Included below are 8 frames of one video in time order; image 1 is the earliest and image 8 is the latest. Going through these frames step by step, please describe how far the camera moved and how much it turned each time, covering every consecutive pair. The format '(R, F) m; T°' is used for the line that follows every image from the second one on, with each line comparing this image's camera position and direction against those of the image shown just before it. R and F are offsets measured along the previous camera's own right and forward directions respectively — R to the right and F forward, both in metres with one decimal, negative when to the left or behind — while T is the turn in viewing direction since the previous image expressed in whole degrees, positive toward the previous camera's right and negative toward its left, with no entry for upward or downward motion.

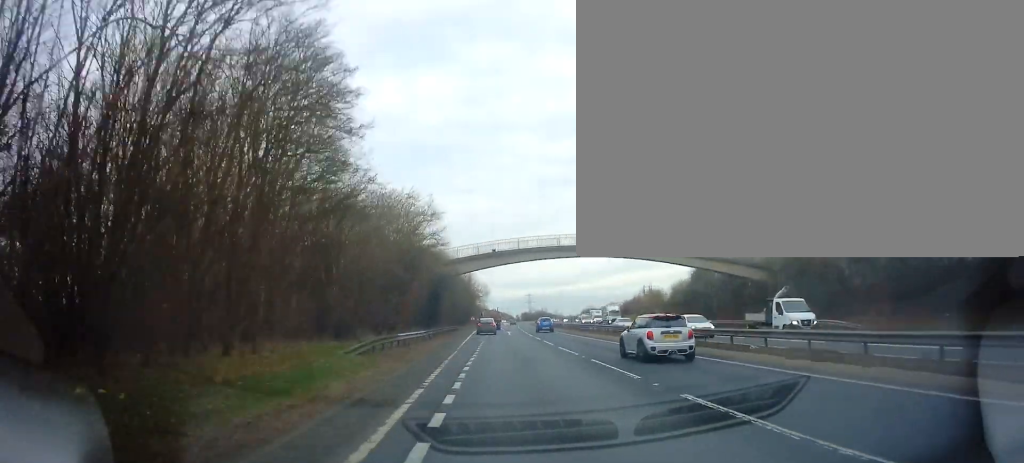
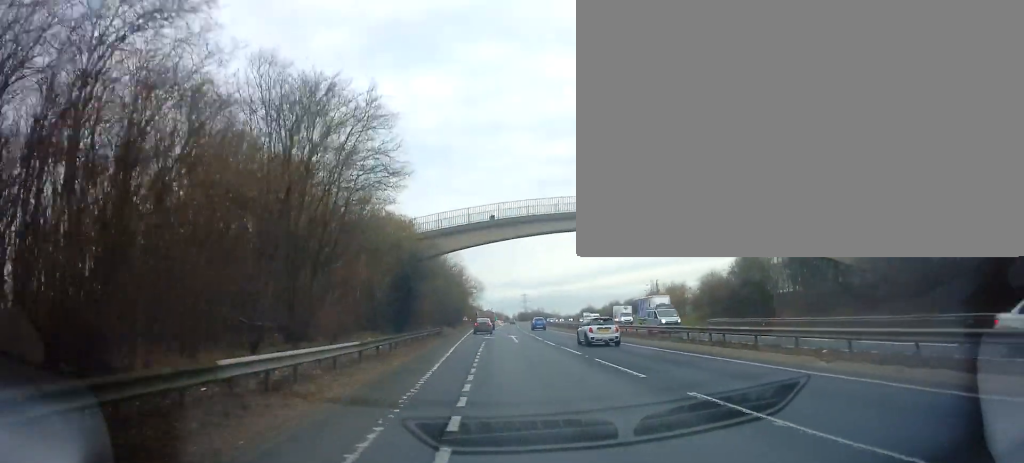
(+0.1, +18.2) m; +1°
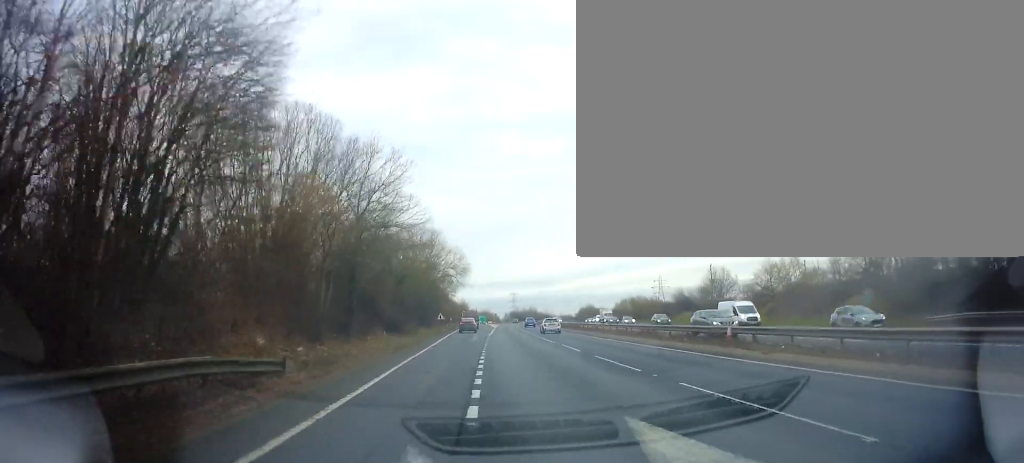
(+0.6, +44.6) m; +1°
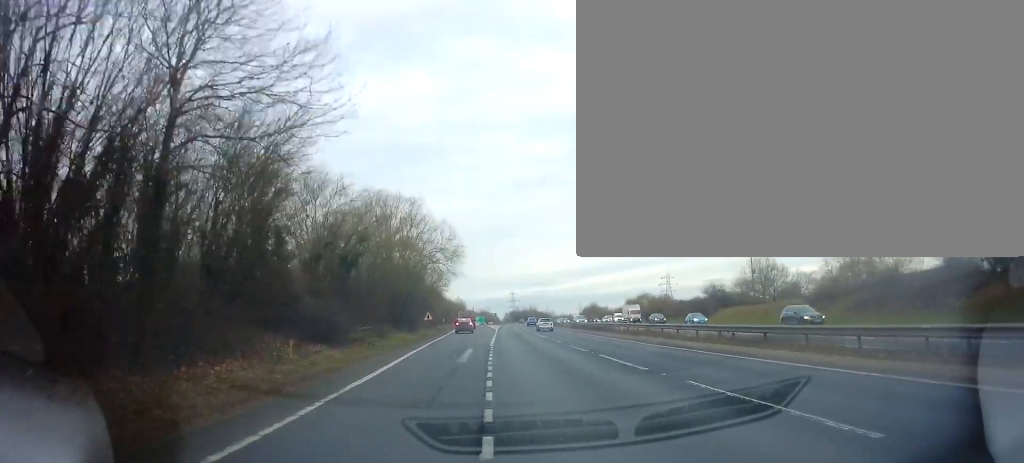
(0.0, +18.3) m; 0°
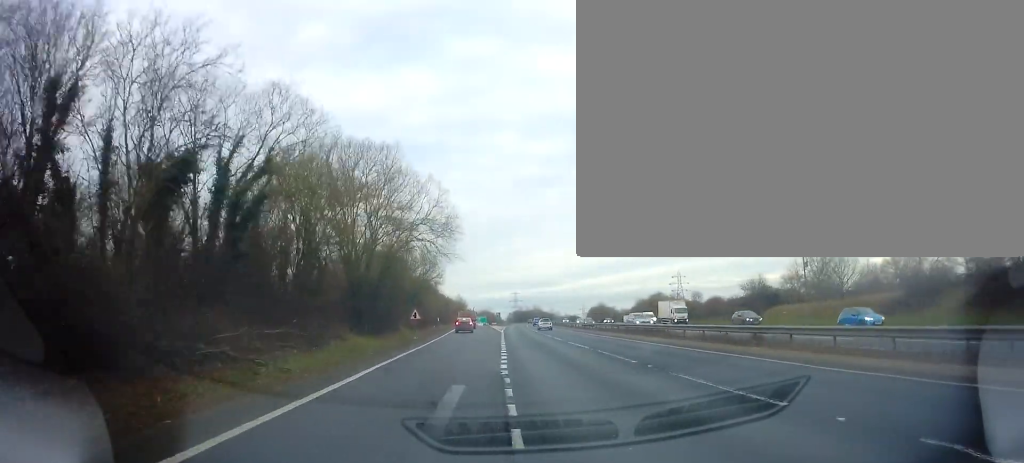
(-0.1, +15.7) m; 0°
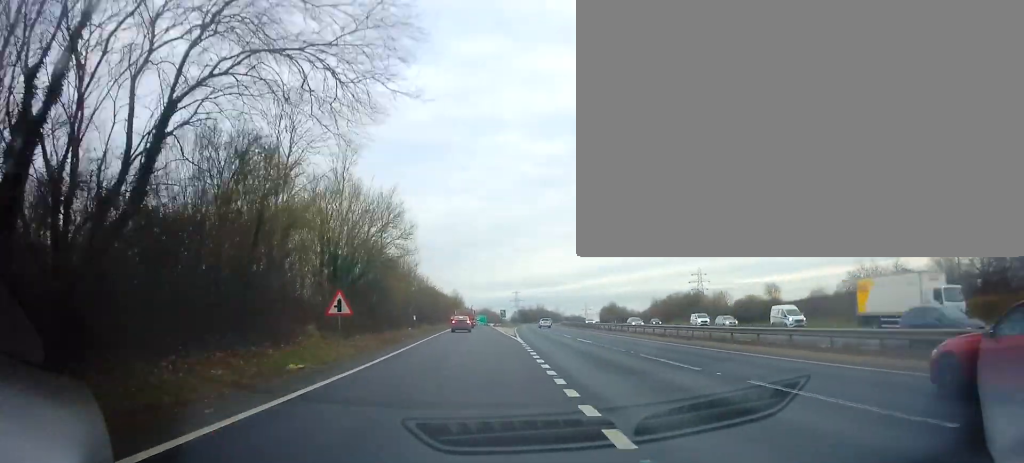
(0.0, +29.9) m; 0°
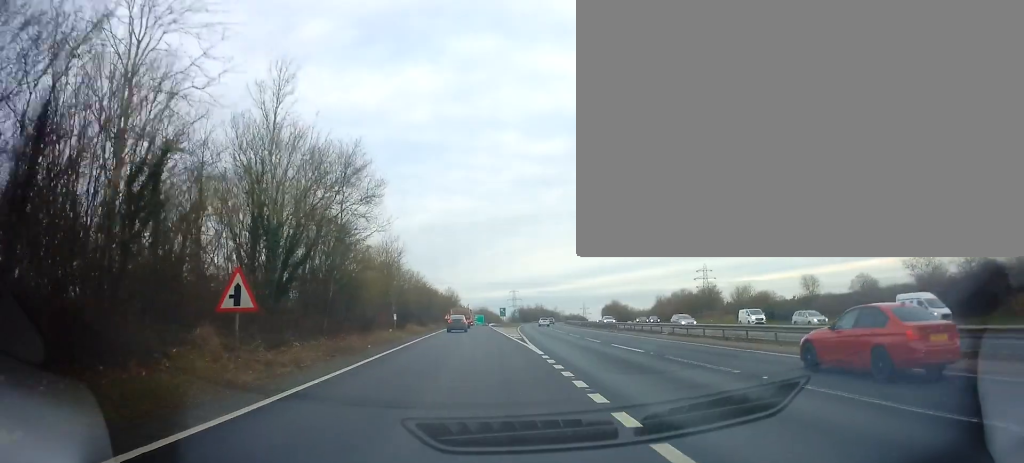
(0.0, +10.8) m; 0°
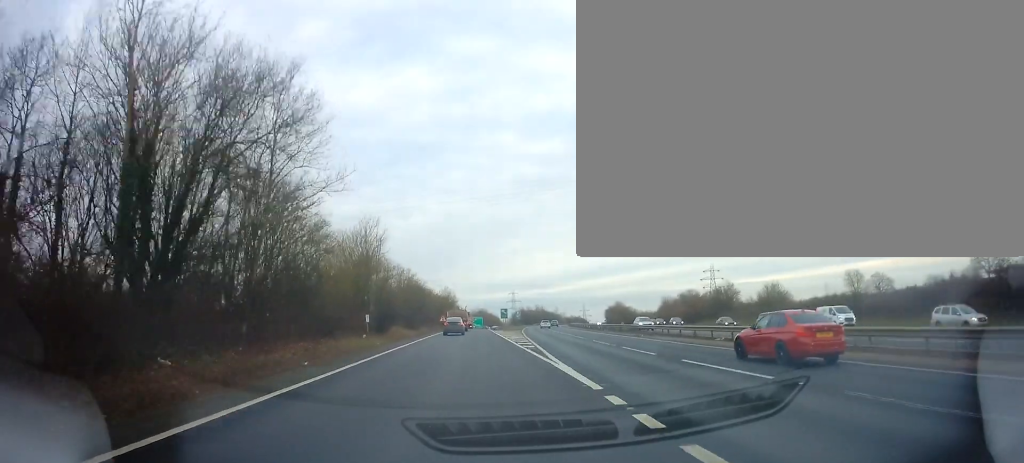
(0.0, +10.0) m; 0°
